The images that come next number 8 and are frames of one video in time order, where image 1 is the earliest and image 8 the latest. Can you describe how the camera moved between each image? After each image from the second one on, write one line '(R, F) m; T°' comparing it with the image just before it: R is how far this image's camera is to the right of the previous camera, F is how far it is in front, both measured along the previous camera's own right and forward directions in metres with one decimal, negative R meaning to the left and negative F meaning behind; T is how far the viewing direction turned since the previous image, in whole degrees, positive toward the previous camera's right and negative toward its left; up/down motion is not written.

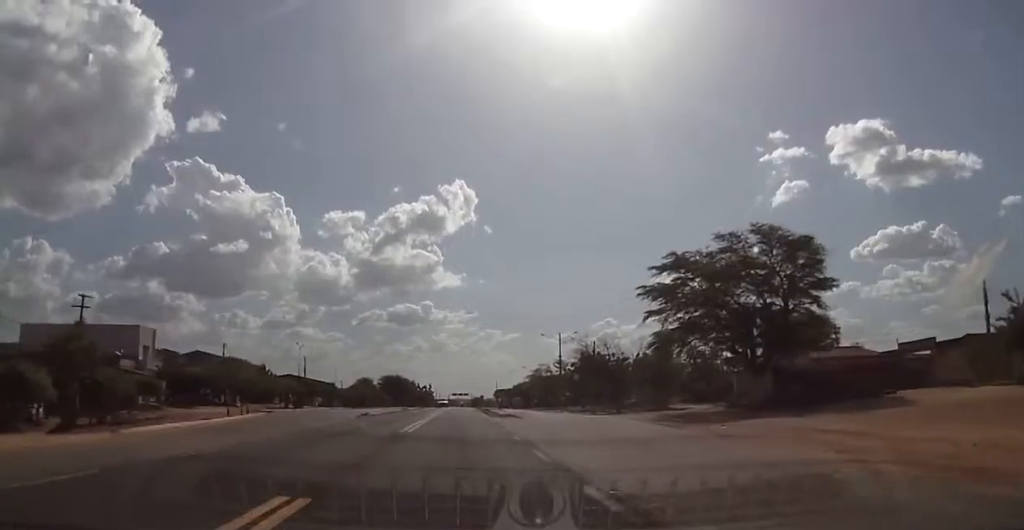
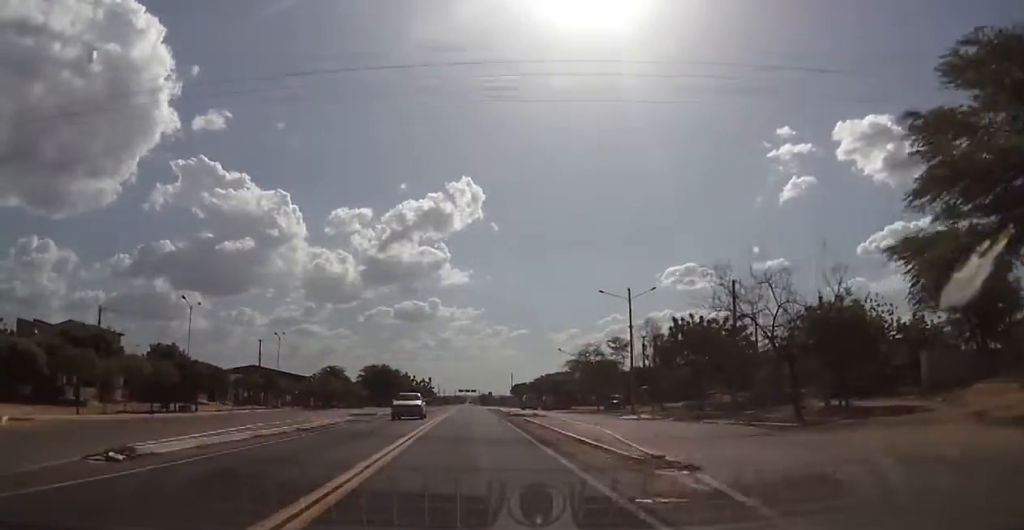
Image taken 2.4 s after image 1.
(-0.2, +33.7) m; -1°
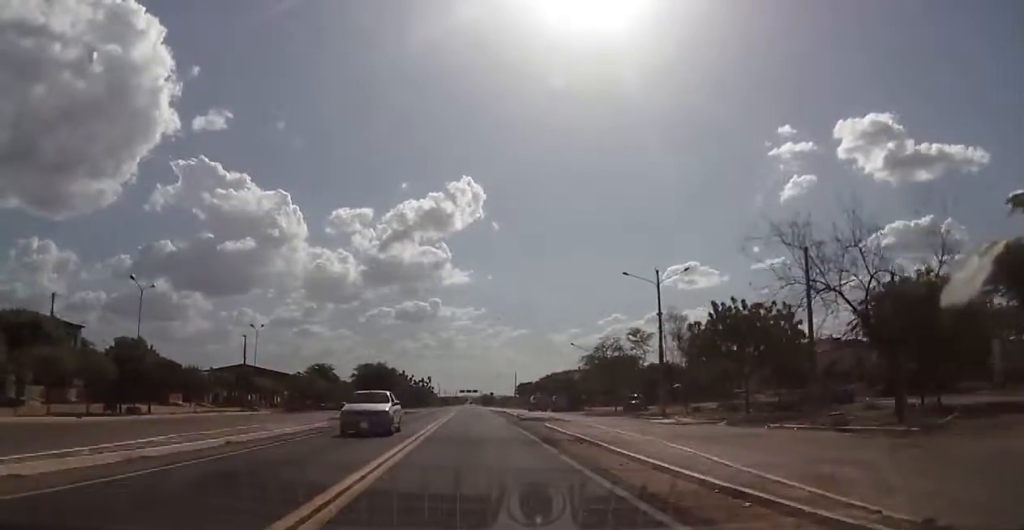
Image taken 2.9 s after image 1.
(0.0, +7.5) m; 0°
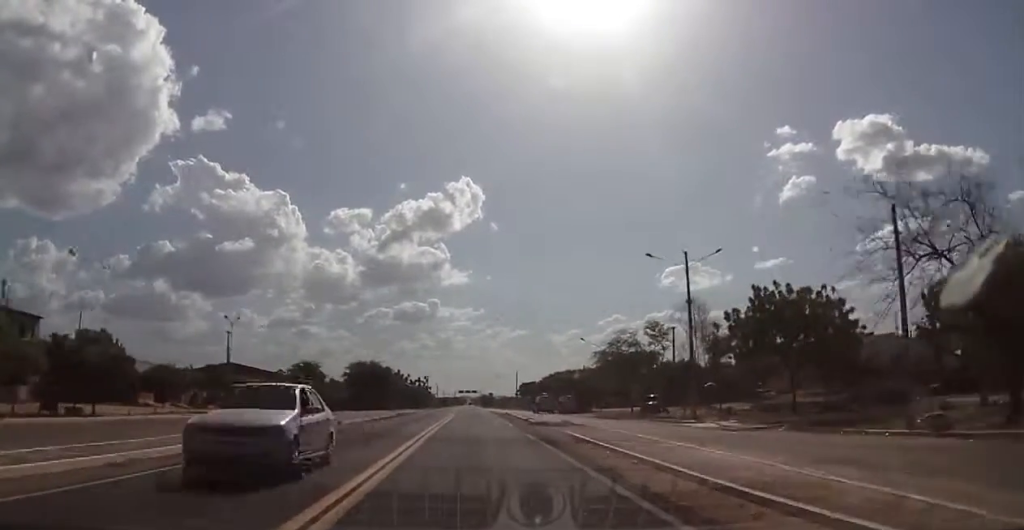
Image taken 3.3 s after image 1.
(-0.1, +6.3) m; 0°
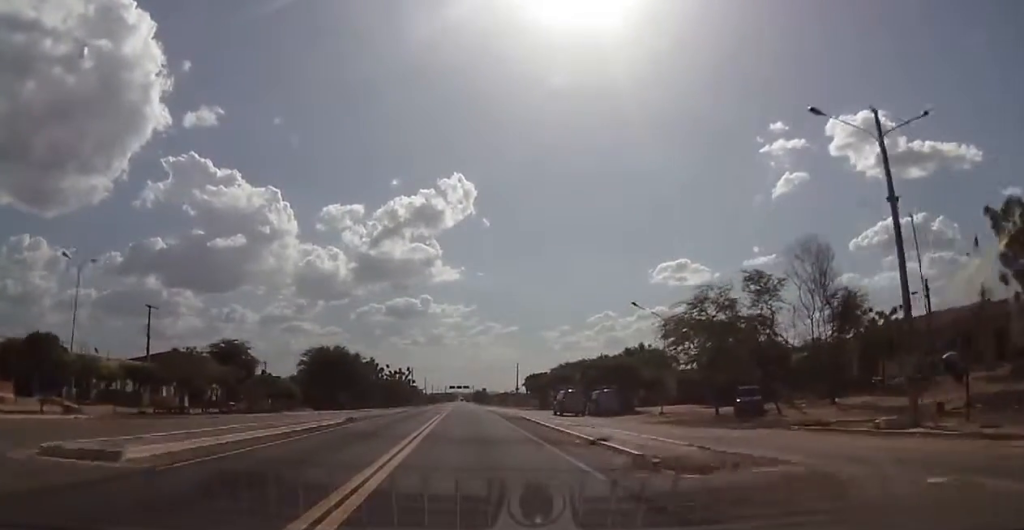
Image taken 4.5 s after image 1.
(+0.3, +20.6) m; +1°
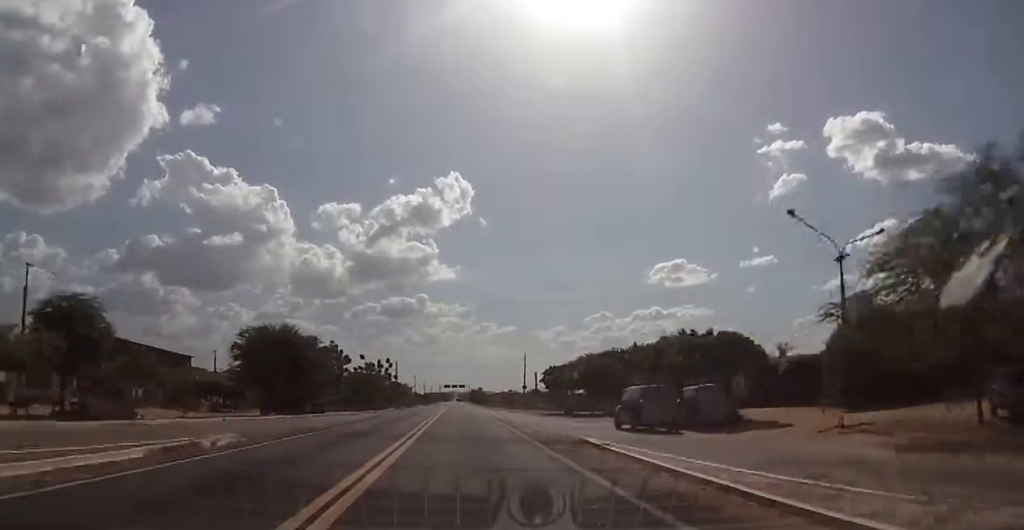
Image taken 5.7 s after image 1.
(-0.1, +20.4) m; -1°
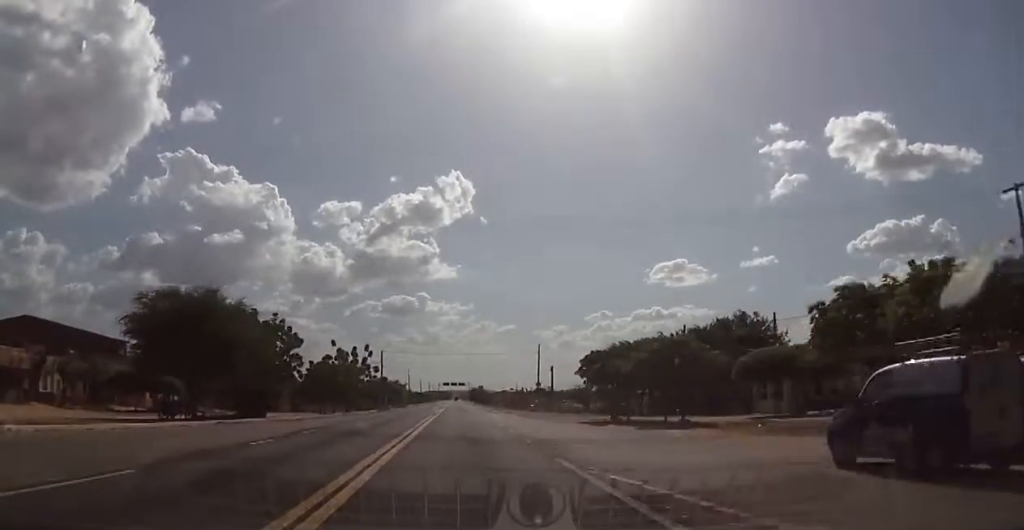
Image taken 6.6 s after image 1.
(-0.1, +17.3) m; 0°
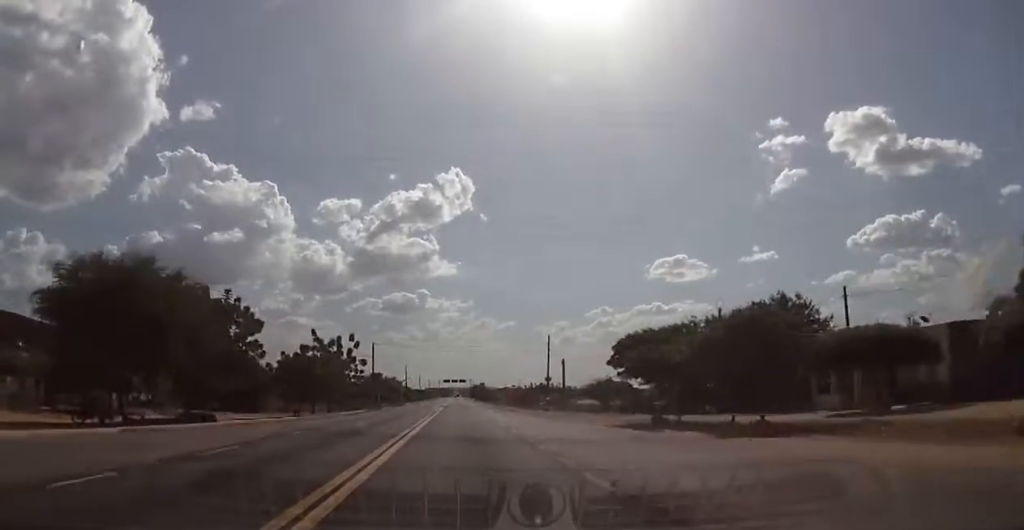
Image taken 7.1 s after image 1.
(0.0, +8.2) m; 0°
